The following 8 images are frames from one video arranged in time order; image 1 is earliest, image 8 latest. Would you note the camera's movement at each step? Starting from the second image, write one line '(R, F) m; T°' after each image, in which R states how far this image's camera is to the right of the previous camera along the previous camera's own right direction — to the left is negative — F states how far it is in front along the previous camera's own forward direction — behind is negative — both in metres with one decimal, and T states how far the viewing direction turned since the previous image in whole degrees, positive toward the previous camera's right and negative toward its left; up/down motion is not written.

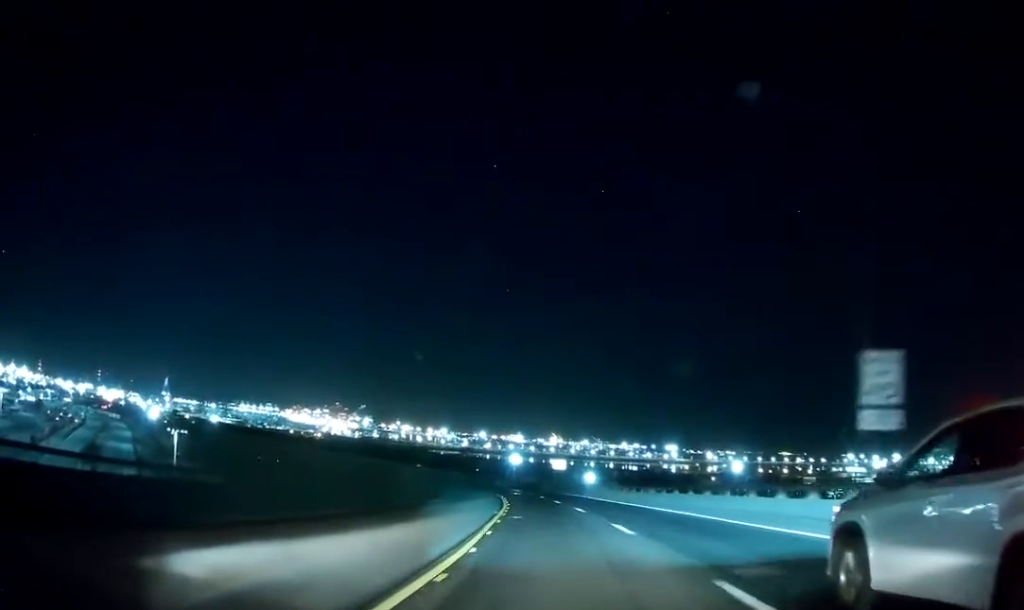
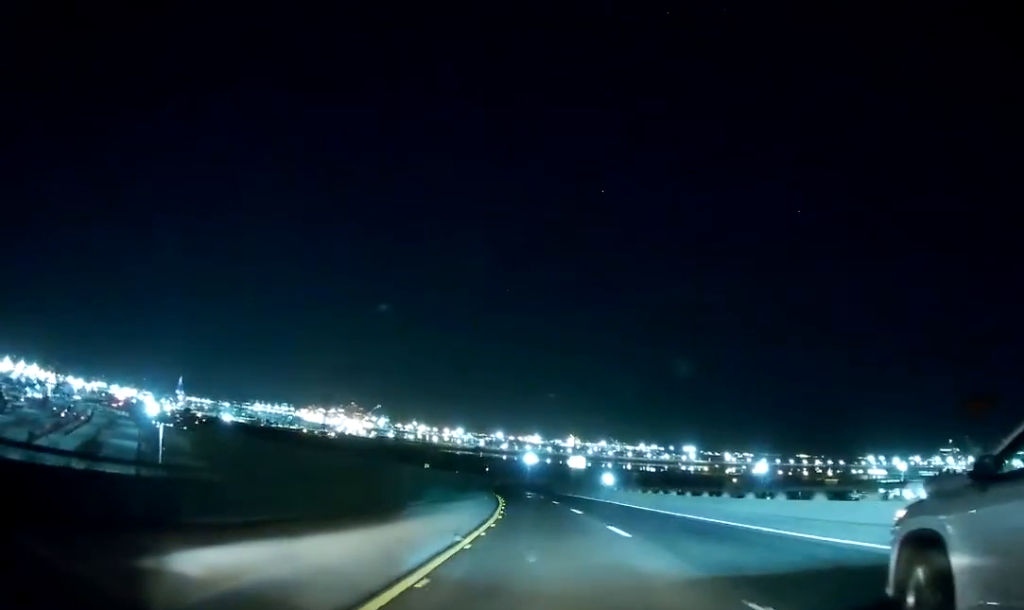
(-0.1, +16.0) m; -1°
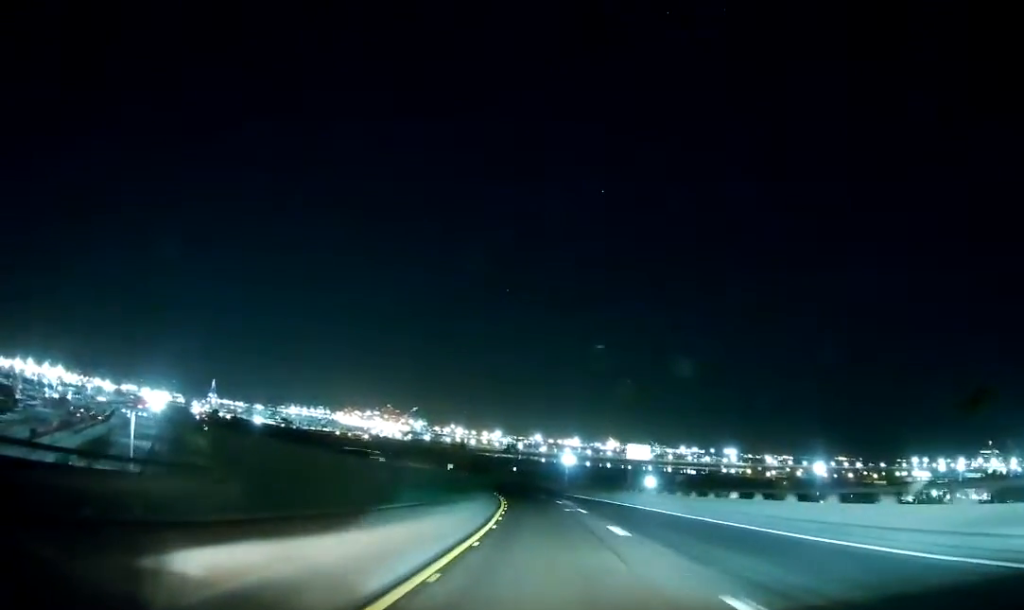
(-0.4, +27.6) m; -3°
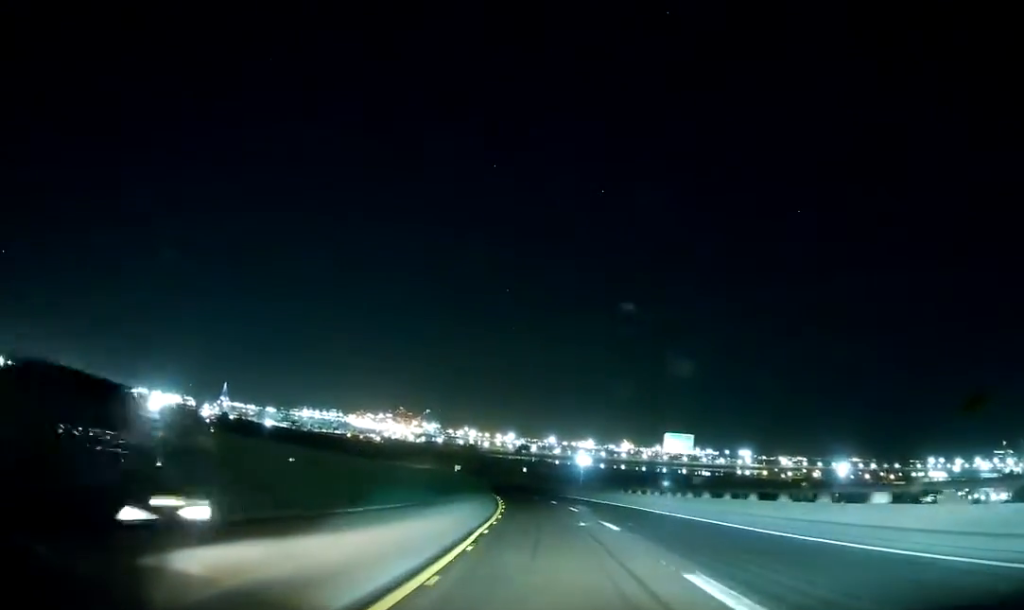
(-0.1, +11.2) m; -2°
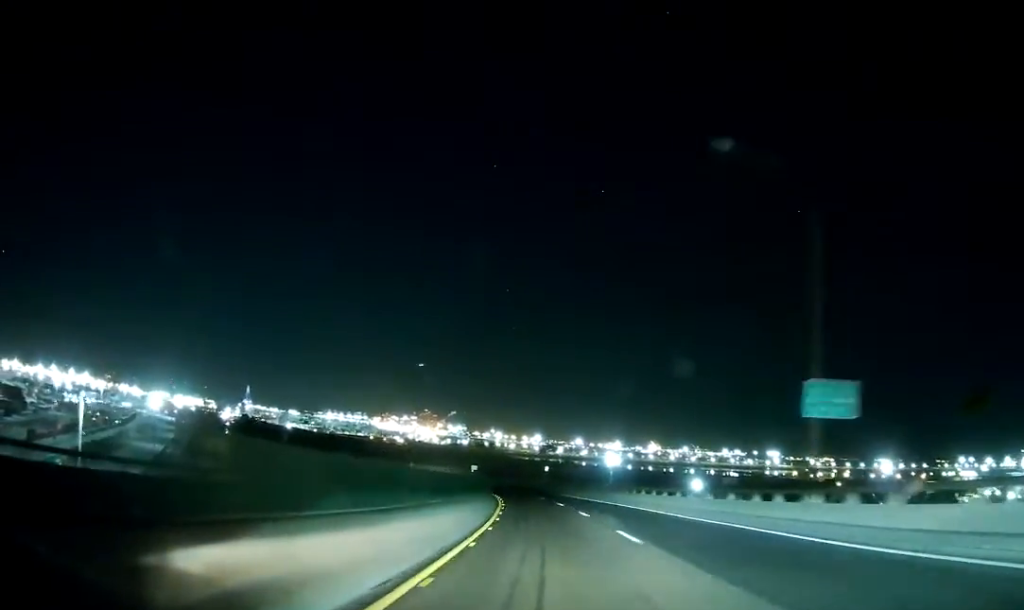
(-0.4, +18.9) m; -2°
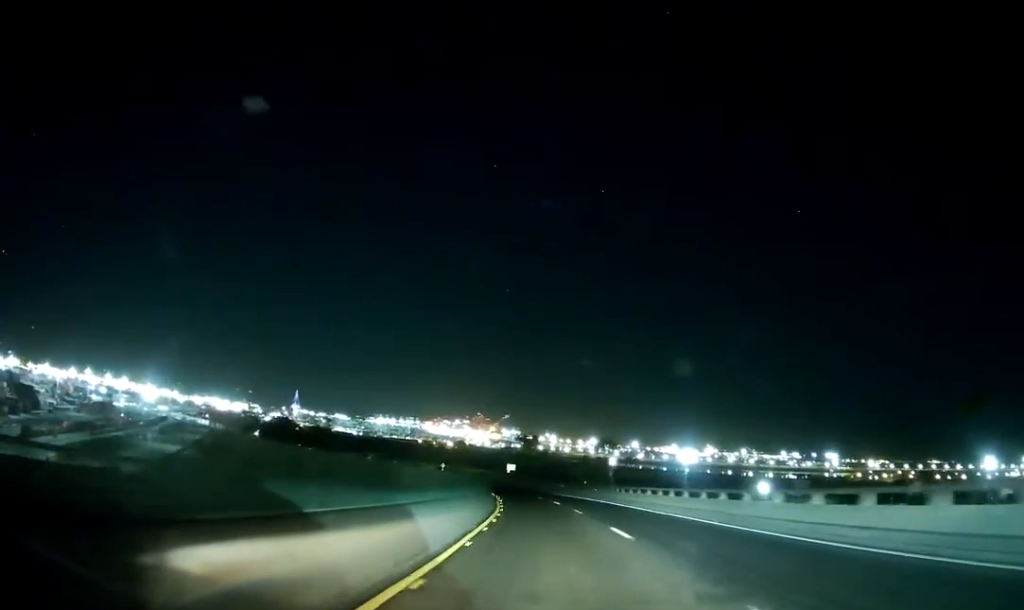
(-1.5, +40.9) m; -4°
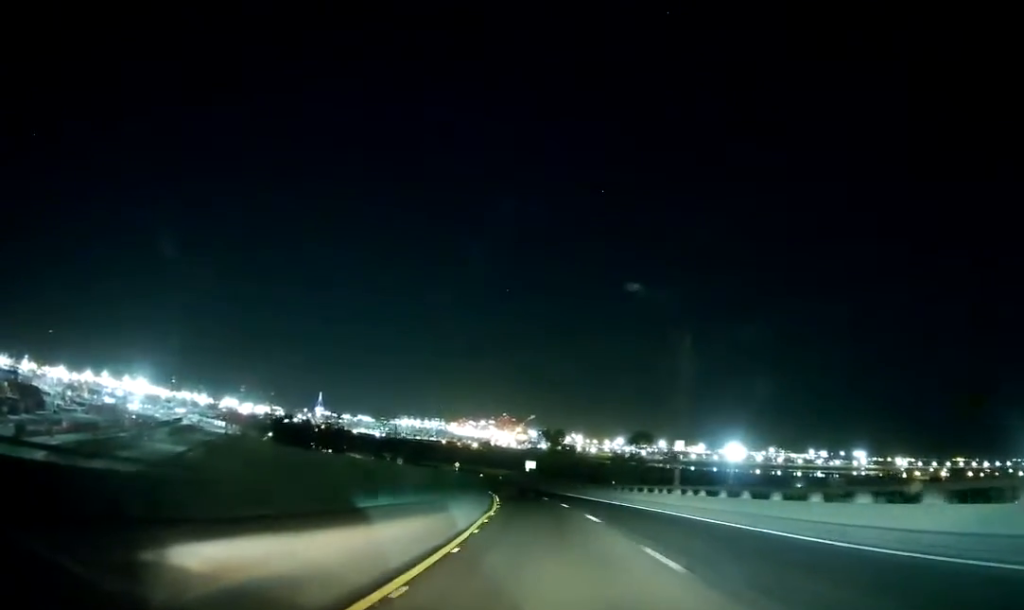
(-0.3, +20.3) m; -2°
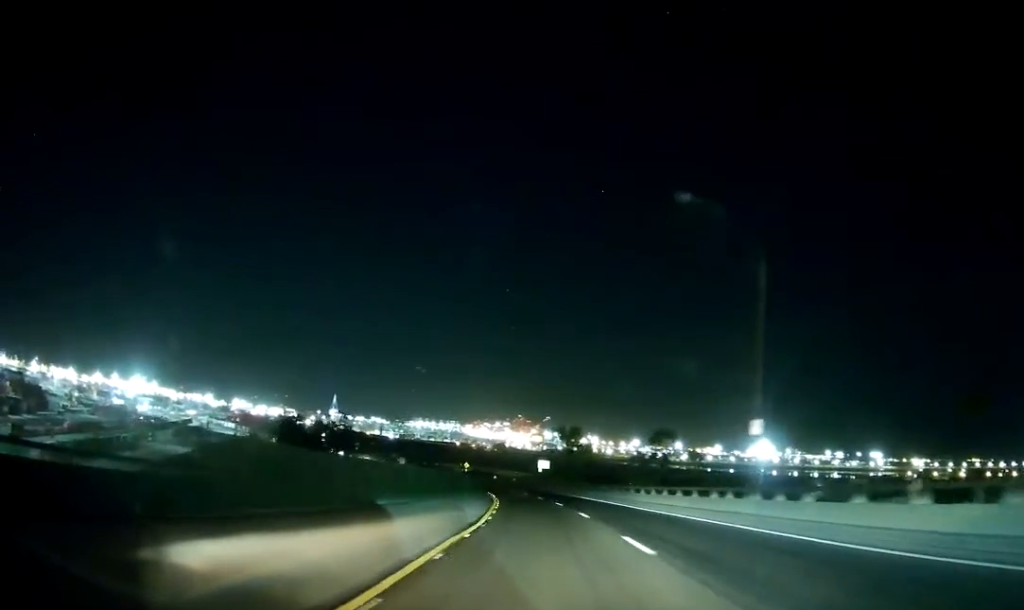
(-0.1, +11.7) m; -1°
